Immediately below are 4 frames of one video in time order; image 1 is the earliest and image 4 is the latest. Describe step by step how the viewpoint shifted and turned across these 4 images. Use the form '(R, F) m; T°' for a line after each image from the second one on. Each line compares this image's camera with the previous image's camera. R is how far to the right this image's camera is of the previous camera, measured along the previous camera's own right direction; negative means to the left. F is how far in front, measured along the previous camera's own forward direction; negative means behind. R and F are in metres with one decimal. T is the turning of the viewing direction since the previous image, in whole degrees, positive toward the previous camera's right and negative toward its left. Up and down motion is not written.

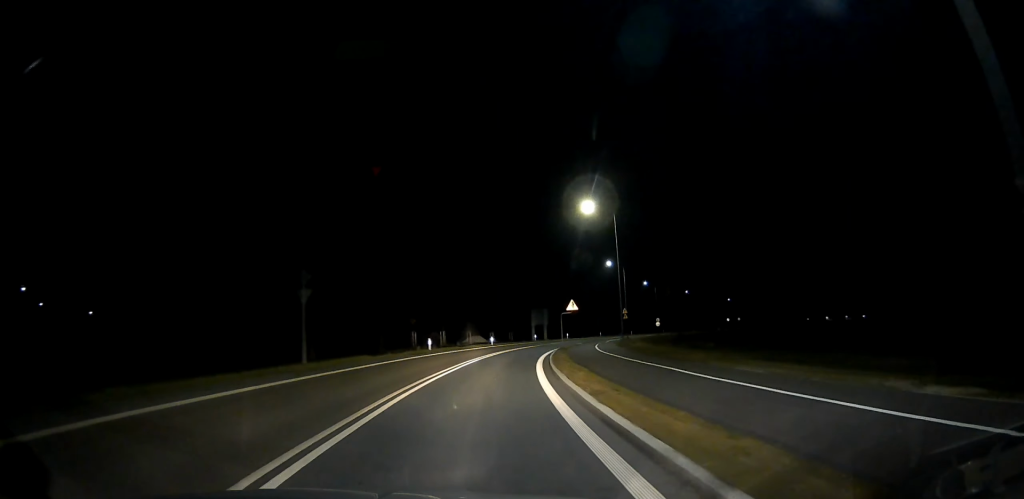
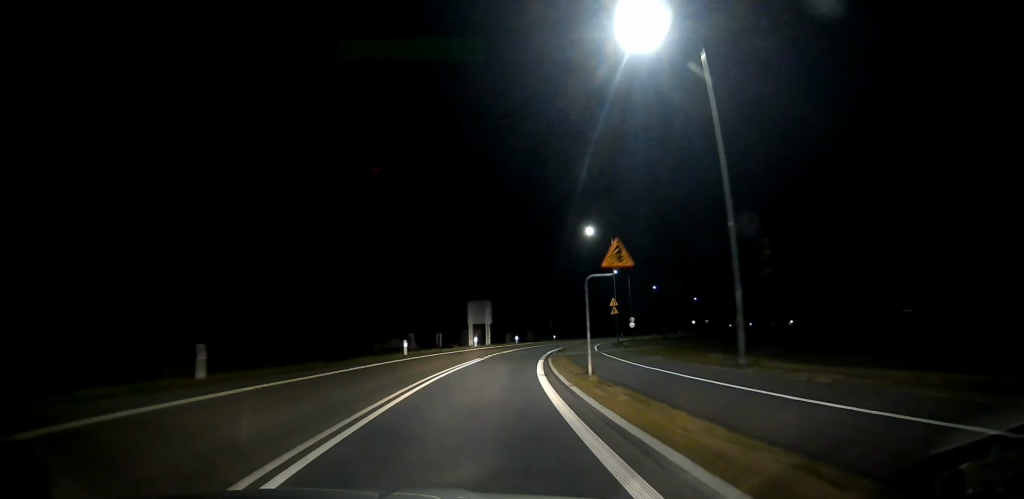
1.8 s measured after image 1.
(+1.4, +25.0) m; +7°
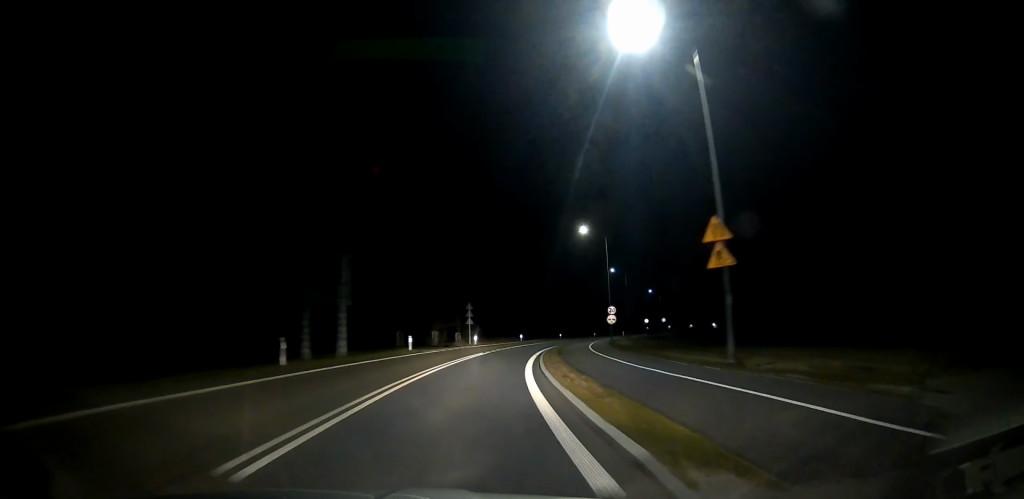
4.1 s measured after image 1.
(+2.4, +33.4) m; +9°
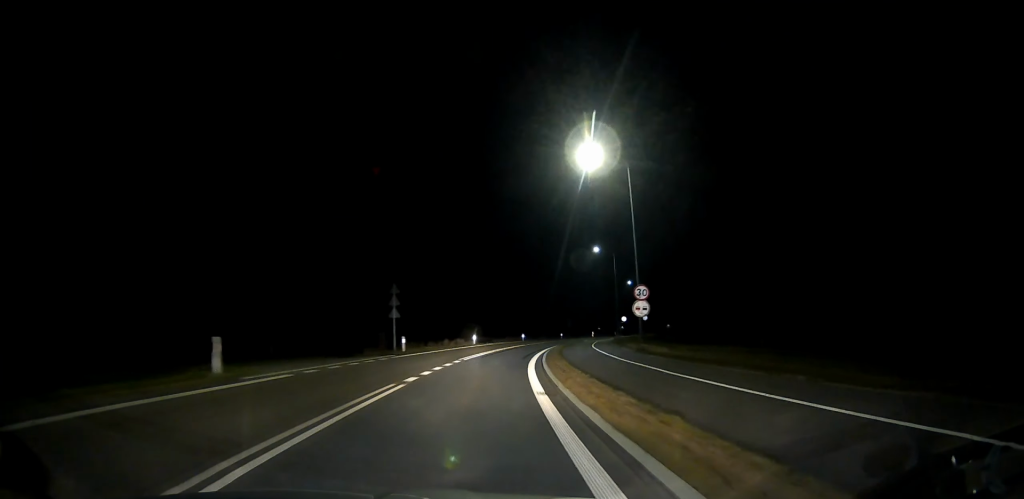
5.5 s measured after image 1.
(+1.3, +21.3) m; +6°
